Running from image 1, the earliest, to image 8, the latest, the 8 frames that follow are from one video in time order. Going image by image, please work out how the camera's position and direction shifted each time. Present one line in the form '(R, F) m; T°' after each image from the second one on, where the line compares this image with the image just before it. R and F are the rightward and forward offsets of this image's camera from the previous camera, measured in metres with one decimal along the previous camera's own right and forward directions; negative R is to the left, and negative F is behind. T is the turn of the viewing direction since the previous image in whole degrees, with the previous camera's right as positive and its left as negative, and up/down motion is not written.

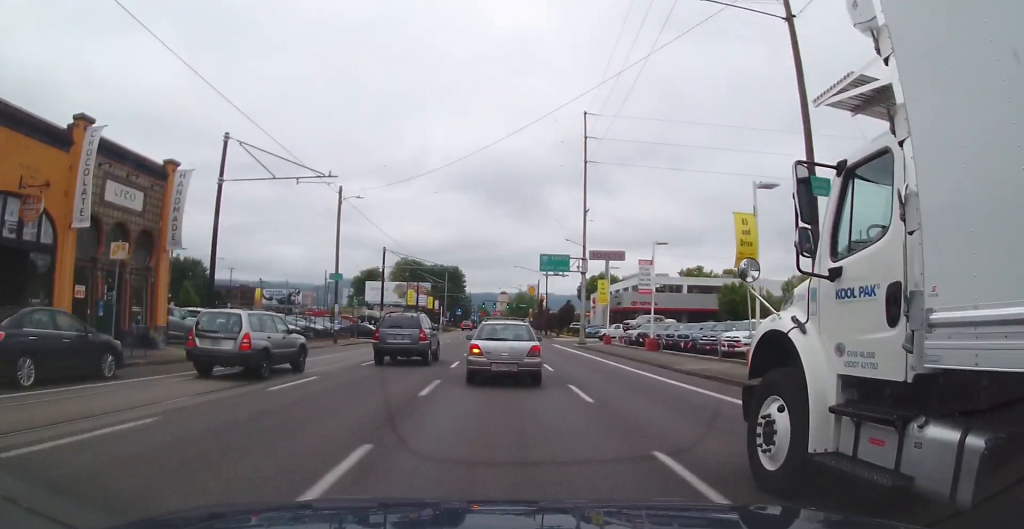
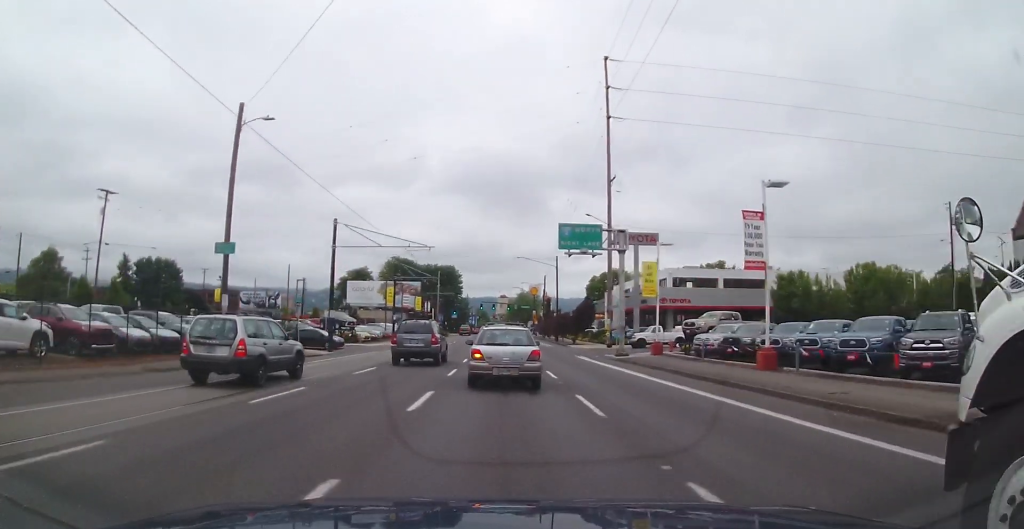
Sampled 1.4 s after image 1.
(-0.6, +16.3) m; -1°
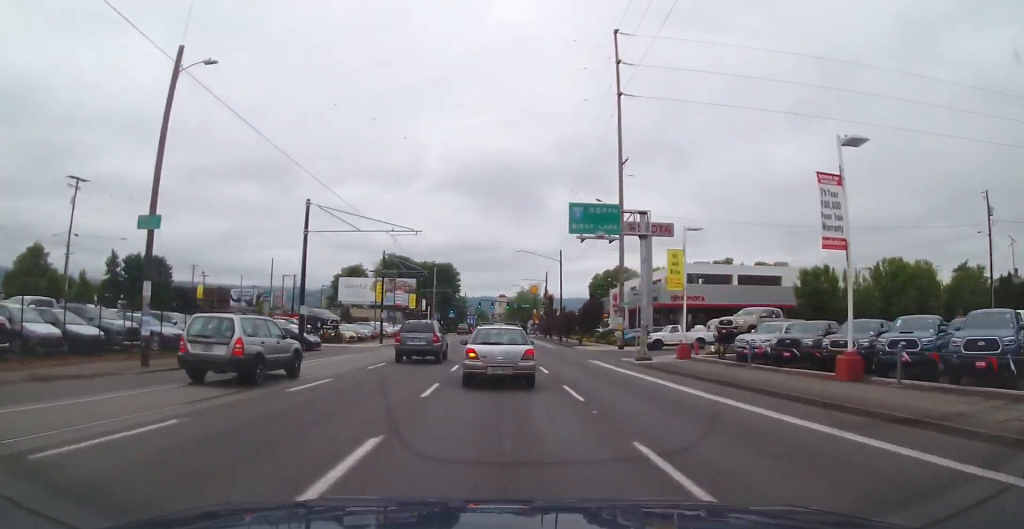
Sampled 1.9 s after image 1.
(+0.2, +5.4) m; +1°
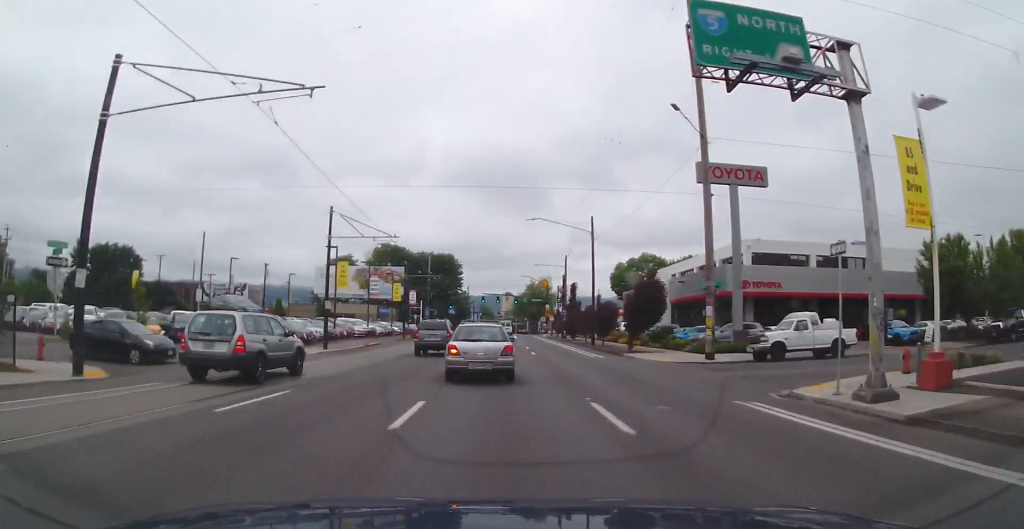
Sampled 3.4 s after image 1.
(+0.4, +18.3) m; +1°
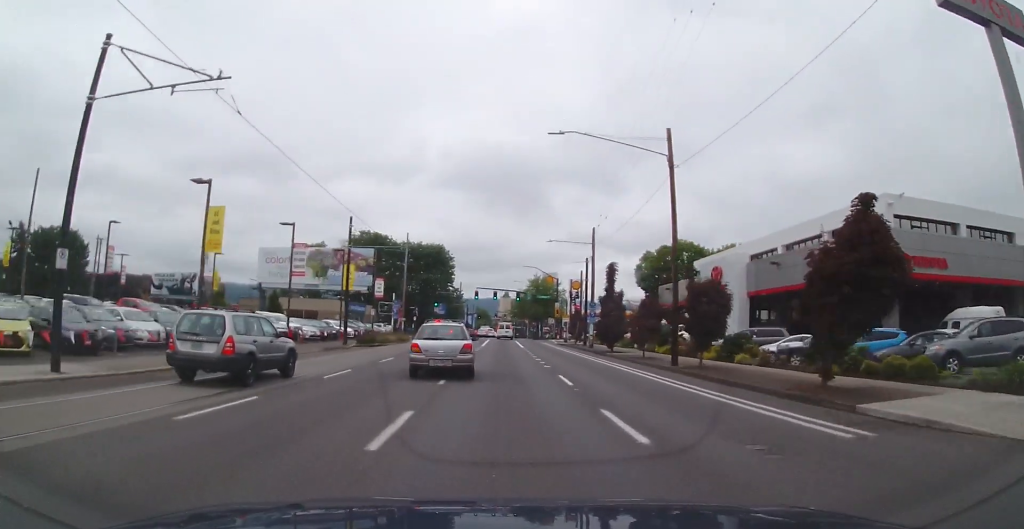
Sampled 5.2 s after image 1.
(-0.9, +22.1) m; -3°
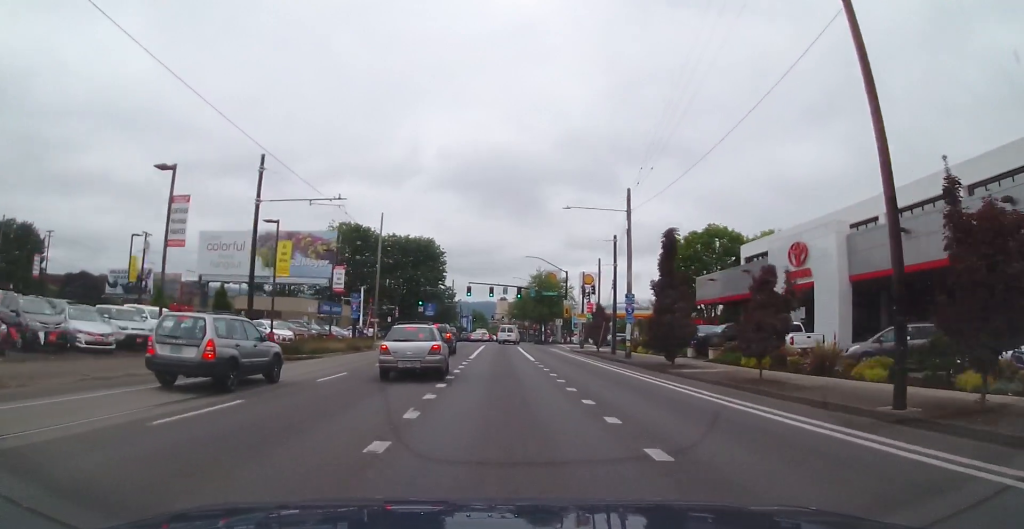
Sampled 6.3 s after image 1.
(+0.3, +14.5) m; 0°
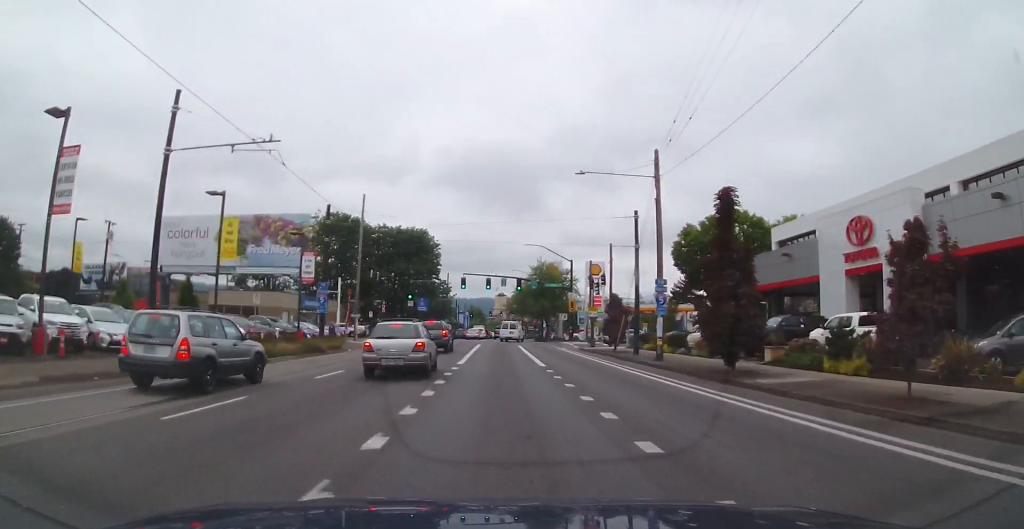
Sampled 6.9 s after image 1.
(-0.2, +7.0) m; 0°
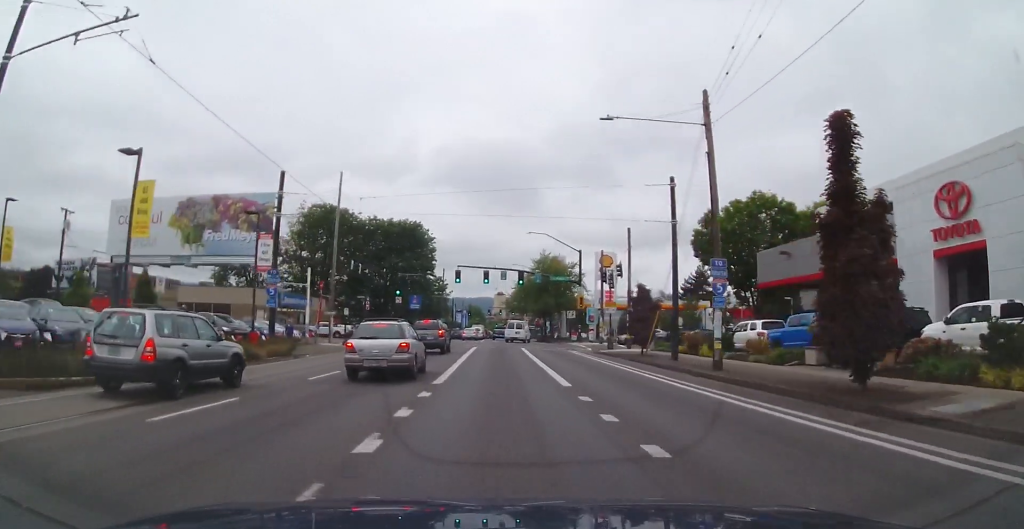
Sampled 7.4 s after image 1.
(-0.3, +7.5) m; 0°
